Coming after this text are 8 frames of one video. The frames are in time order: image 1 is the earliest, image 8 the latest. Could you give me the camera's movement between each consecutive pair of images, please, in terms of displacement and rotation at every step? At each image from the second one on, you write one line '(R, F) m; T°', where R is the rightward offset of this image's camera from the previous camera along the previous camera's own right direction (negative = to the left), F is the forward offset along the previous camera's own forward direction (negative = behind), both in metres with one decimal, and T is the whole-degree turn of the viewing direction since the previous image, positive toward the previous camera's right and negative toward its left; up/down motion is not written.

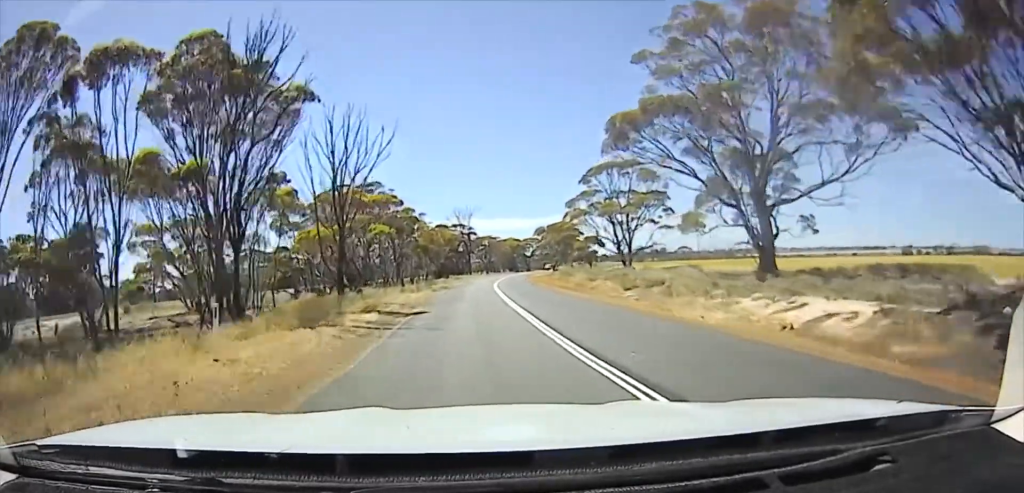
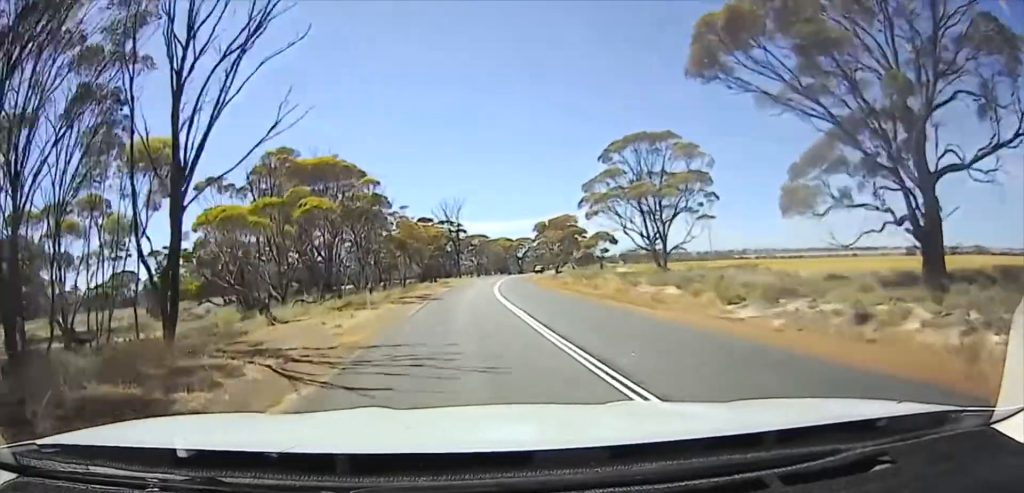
(0.0, +18.9) m; 0°
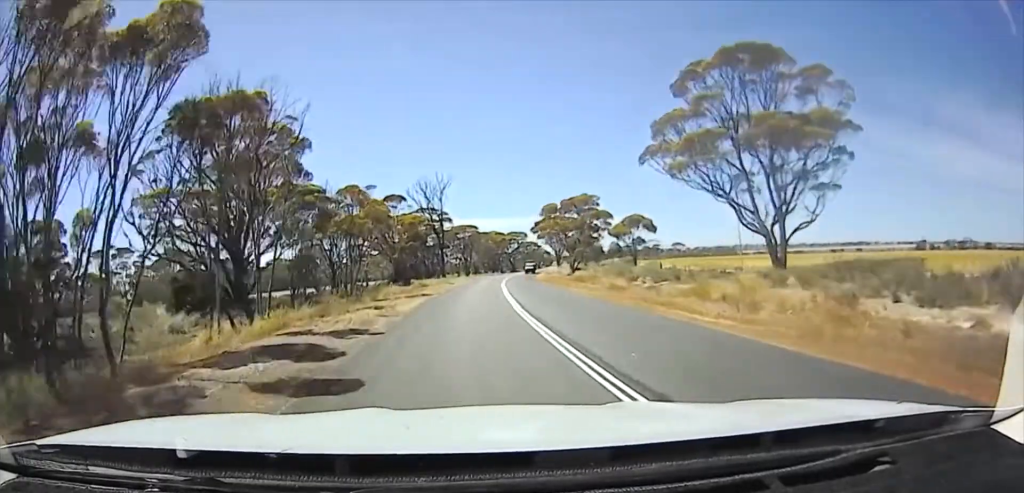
(+0.3, +23.9) m; -1°
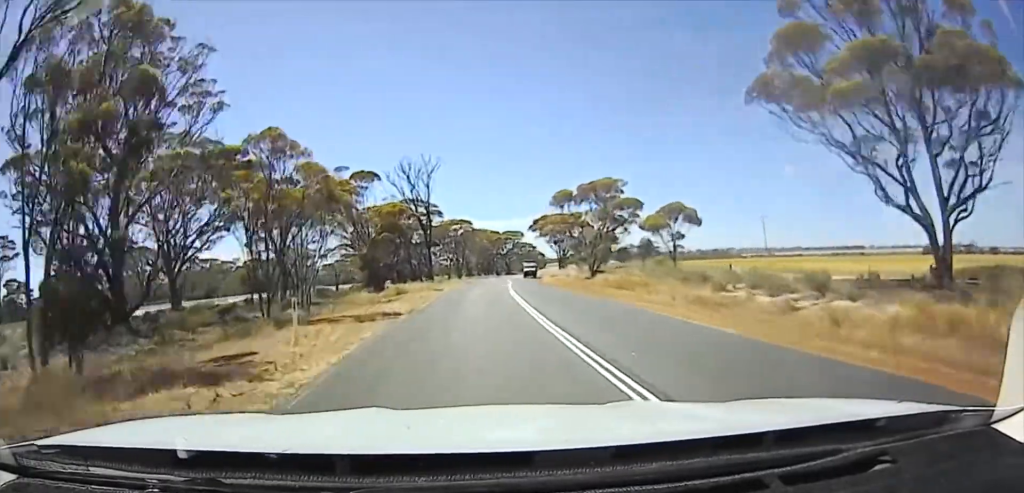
(-0.3, +13.0) m; -2°
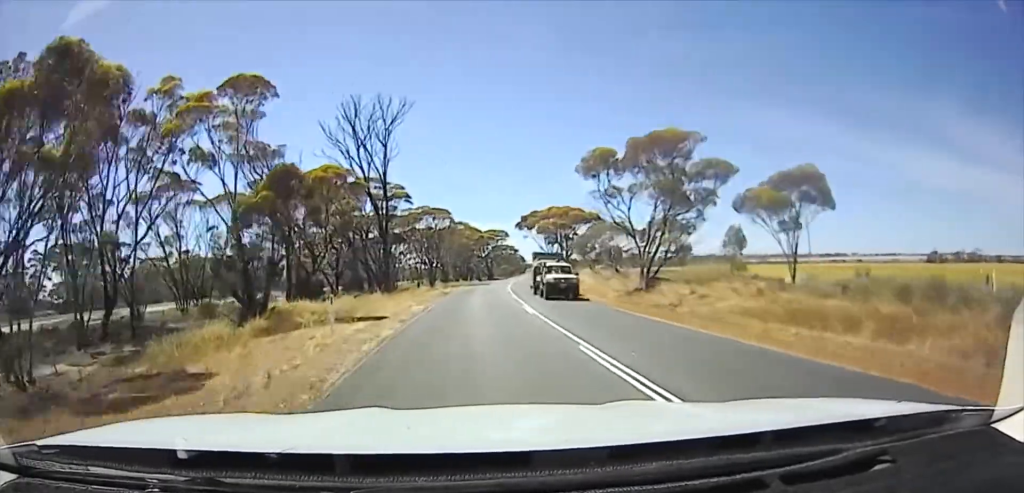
(-0.4, +17.8) m; 0°
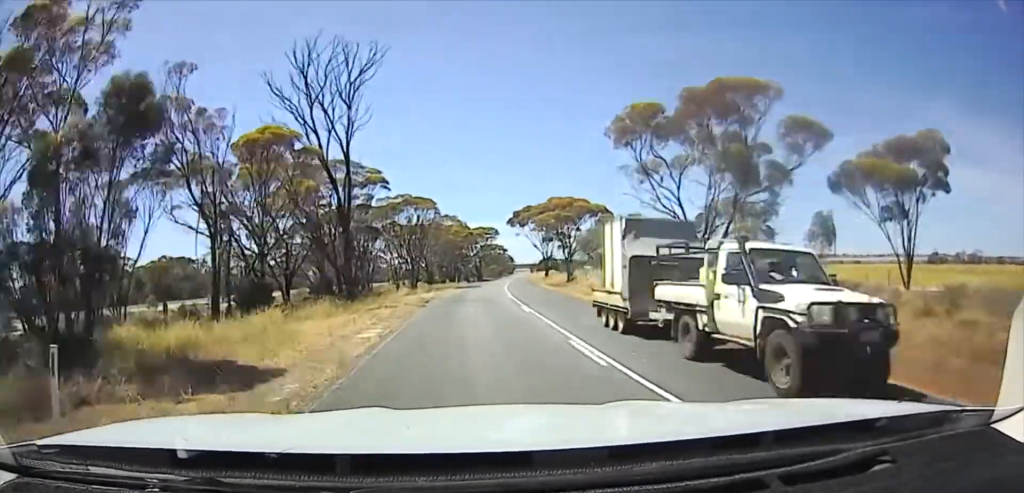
(-0.2, +7.5) m; +1°
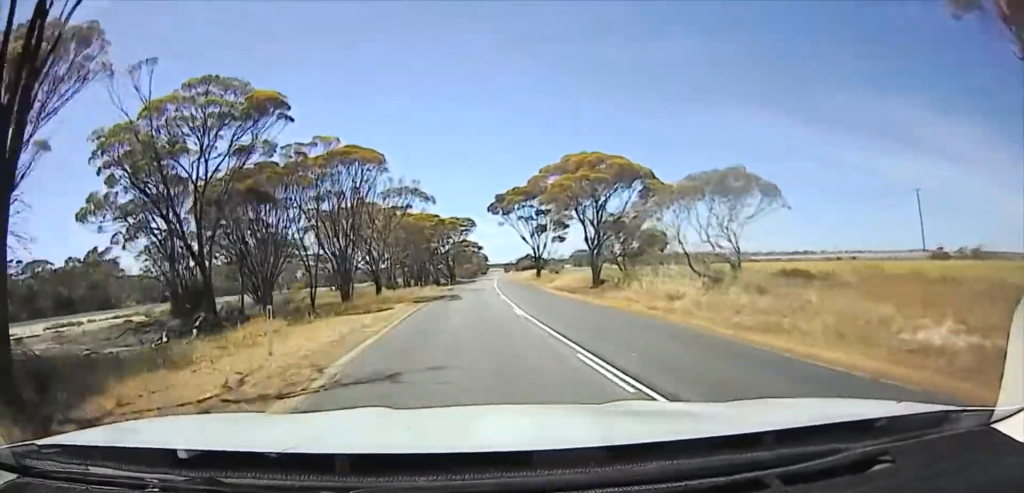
(+0.8, +22.8) m; +3°
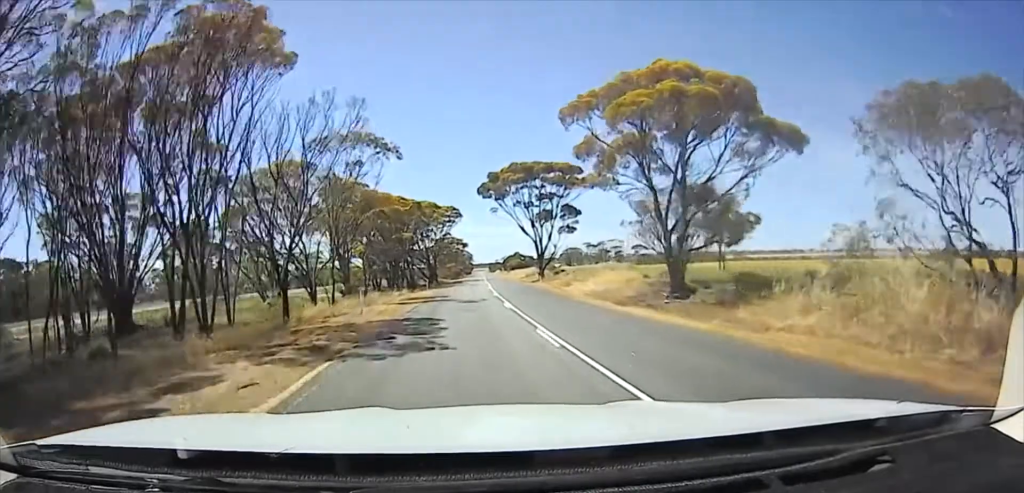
(+0.2, +18.7) m; +1°
